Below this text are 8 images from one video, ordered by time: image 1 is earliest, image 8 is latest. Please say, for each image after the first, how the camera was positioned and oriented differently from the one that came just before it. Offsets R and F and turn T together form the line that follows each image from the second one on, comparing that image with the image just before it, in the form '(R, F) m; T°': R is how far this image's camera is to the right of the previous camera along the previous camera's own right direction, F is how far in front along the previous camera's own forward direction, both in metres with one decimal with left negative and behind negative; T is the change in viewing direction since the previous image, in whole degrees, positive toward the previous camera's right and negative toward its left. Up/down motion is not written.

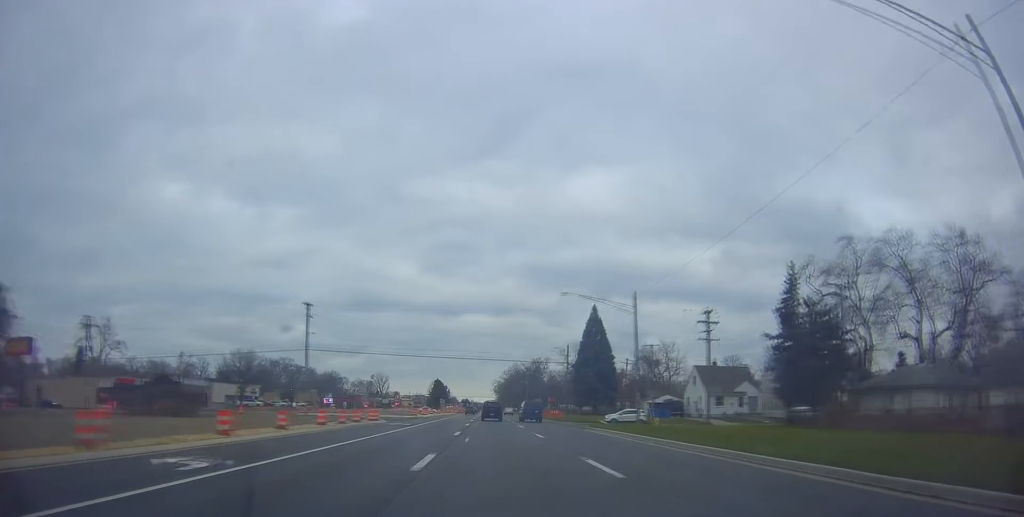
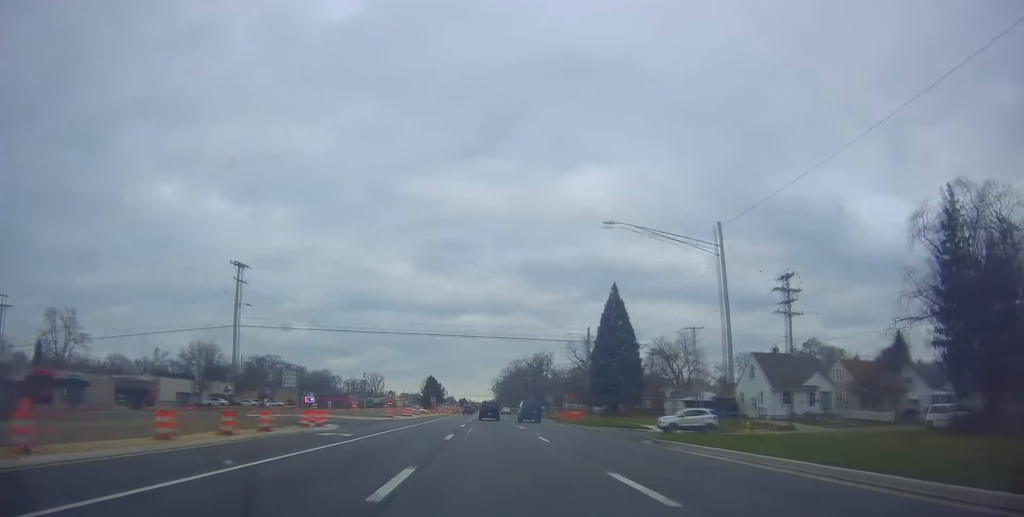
(+0.1, +18.4) m; 0°
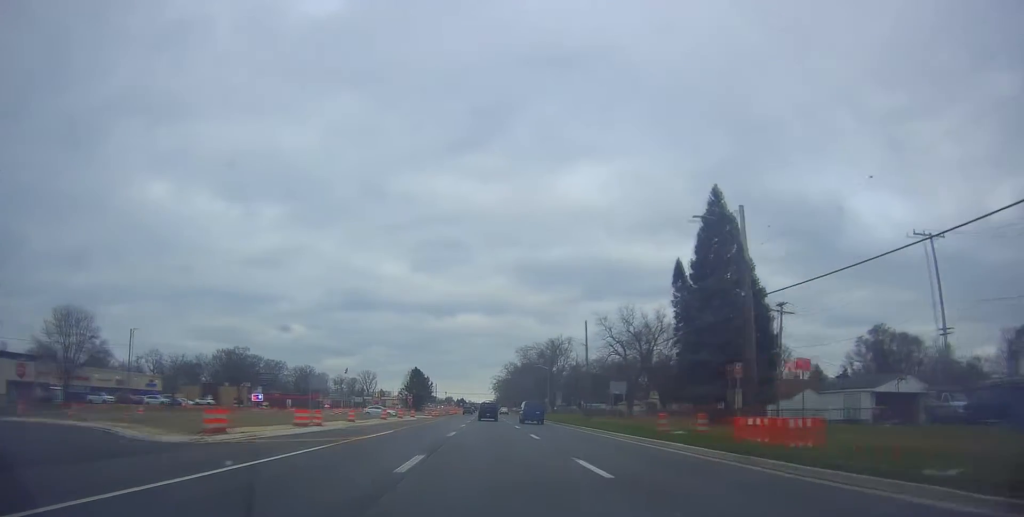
(-0.4, +41.0) m; -1°
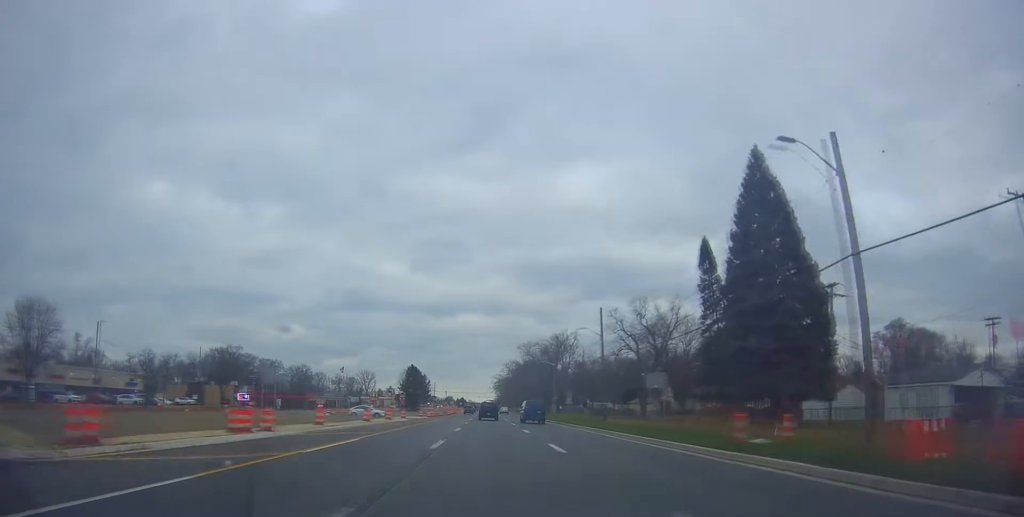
(-0.3, +8.4) m; 0°
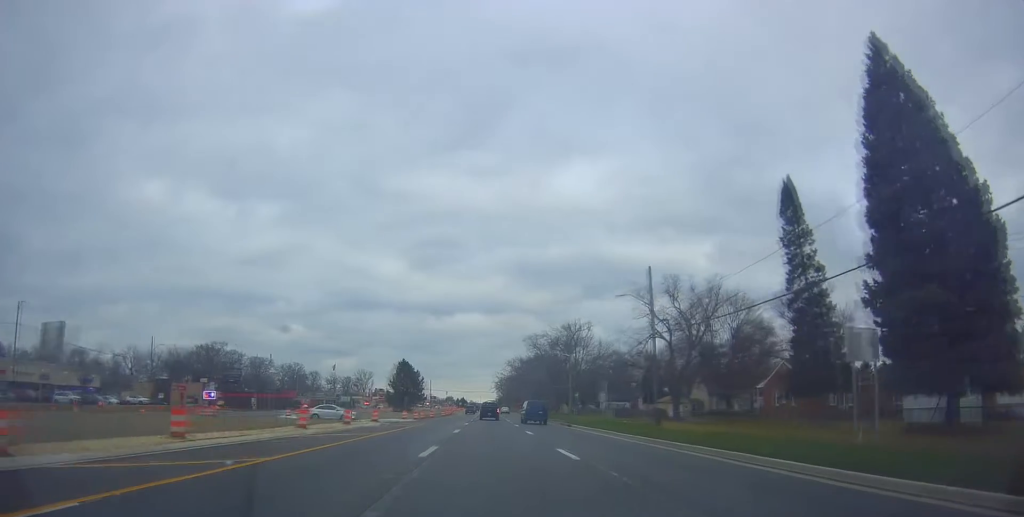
(+0.4, +16.7) m; 0°
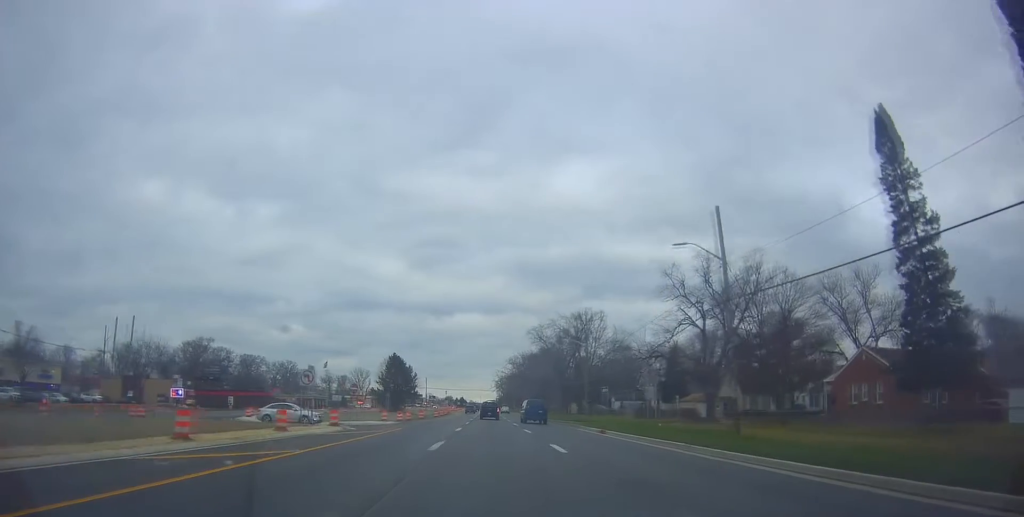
(+0.1, +12.6) m; 0°
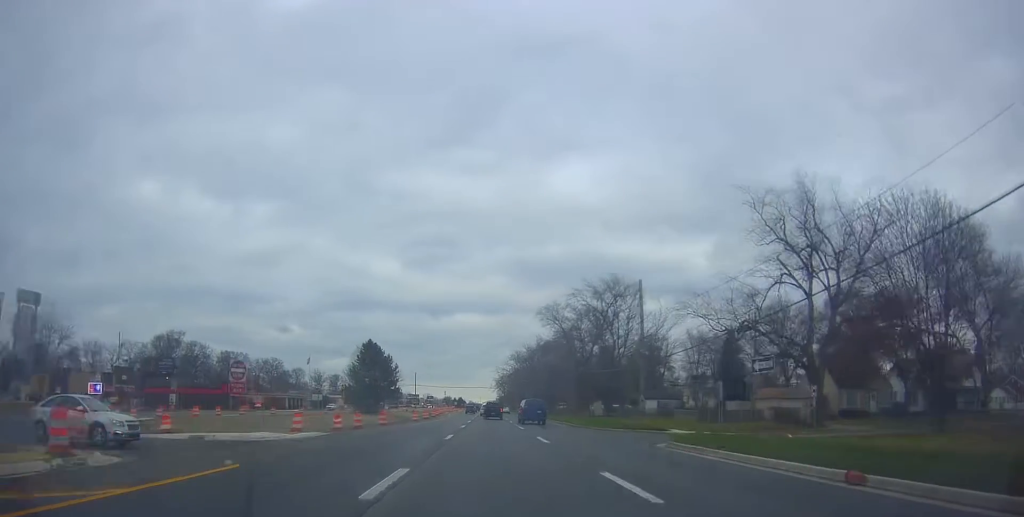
(-0.3, +24.1) m; +1°
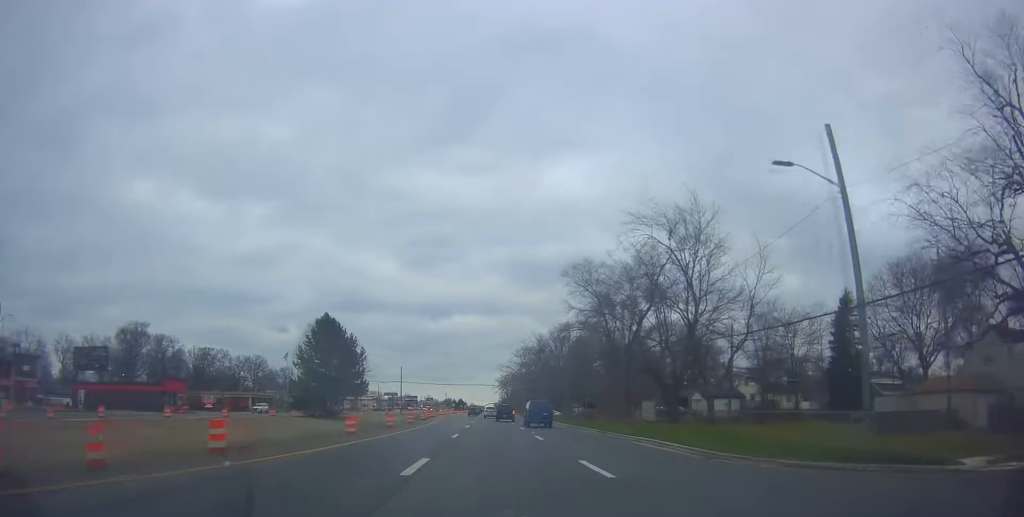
(+0.6, +26.1) m; +1°
